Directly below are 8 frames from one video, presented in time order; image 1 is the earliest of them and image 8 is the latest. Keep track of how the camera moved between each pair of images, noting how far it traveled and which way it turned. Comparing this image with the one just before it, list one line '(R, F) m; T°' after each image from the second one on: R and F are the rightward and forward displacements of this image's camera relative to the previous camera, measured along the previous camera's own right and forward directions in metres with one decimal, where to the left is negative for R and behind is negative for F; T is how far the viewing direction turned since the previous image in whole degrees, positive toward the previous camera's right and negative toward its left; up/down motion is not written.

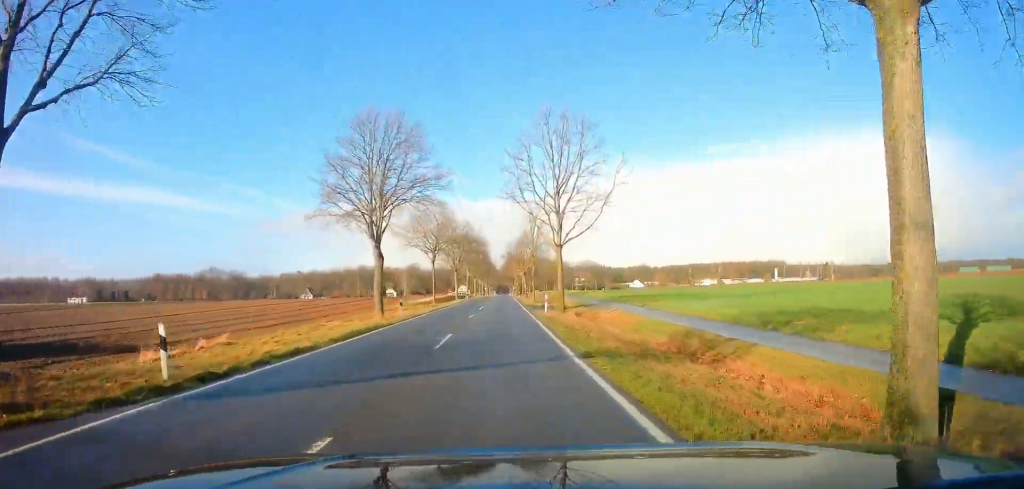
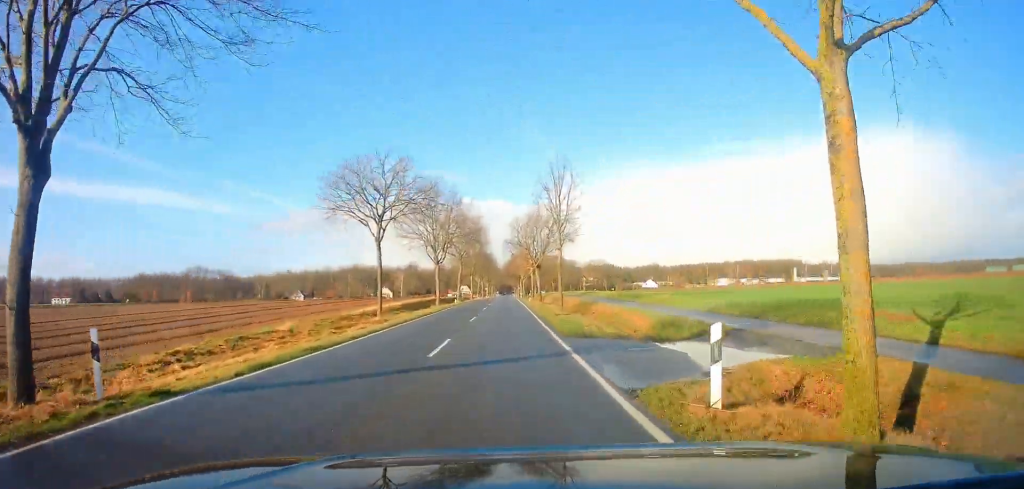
(0.0, +24.9) m; 0°
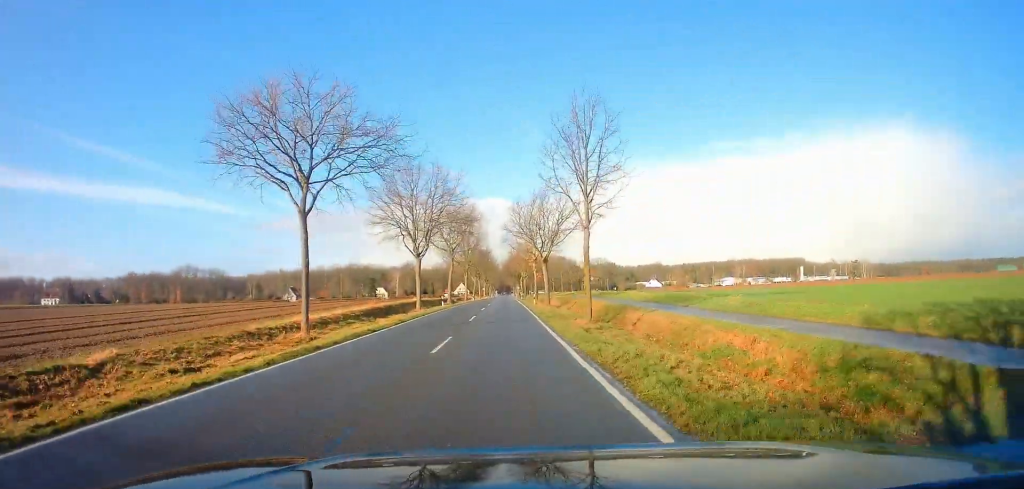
(0.0, +11.3) m; 0°
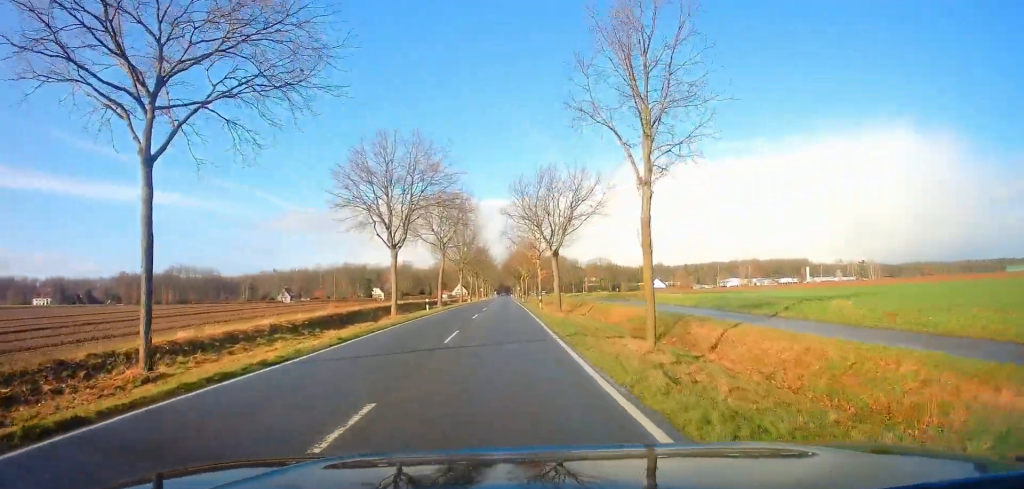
(0.0, +9.2) m; 0°
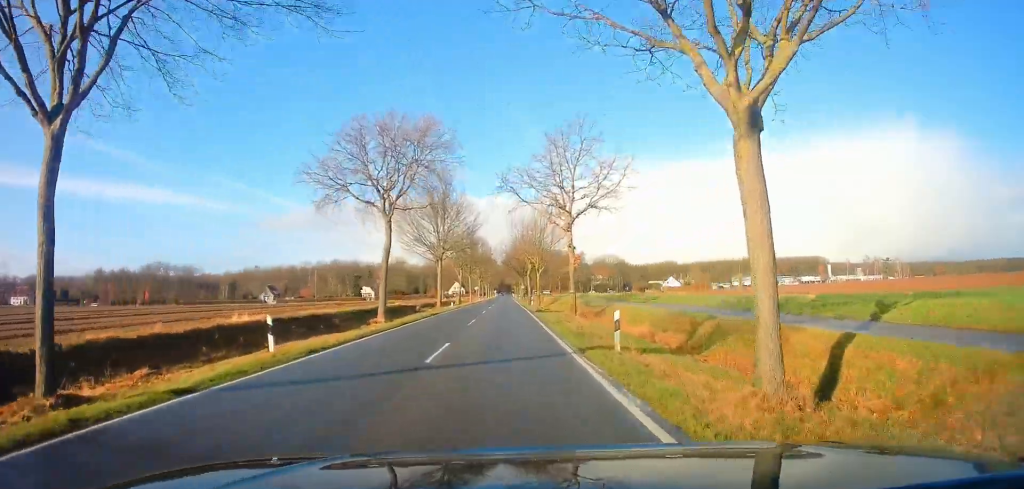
(0.0, +27.3) m; 0°
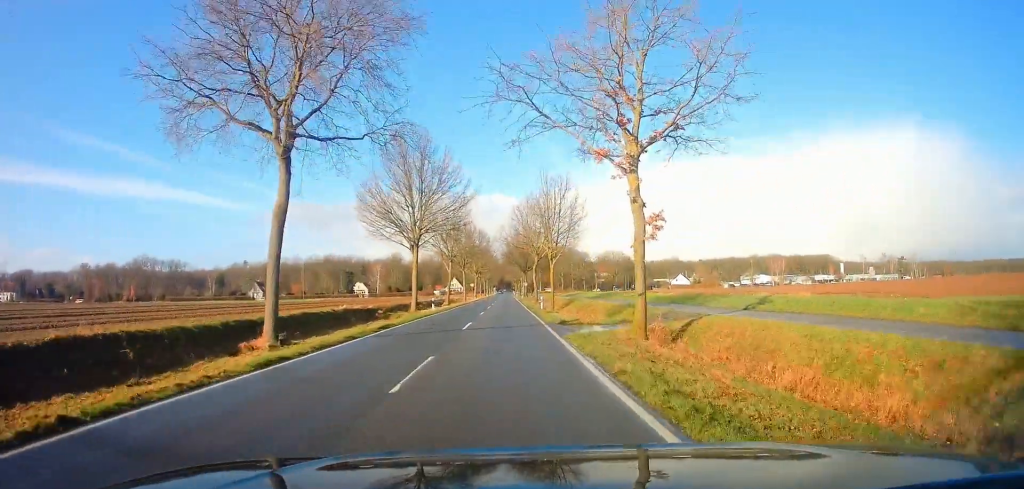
(0.0, +15.0) m; 0°
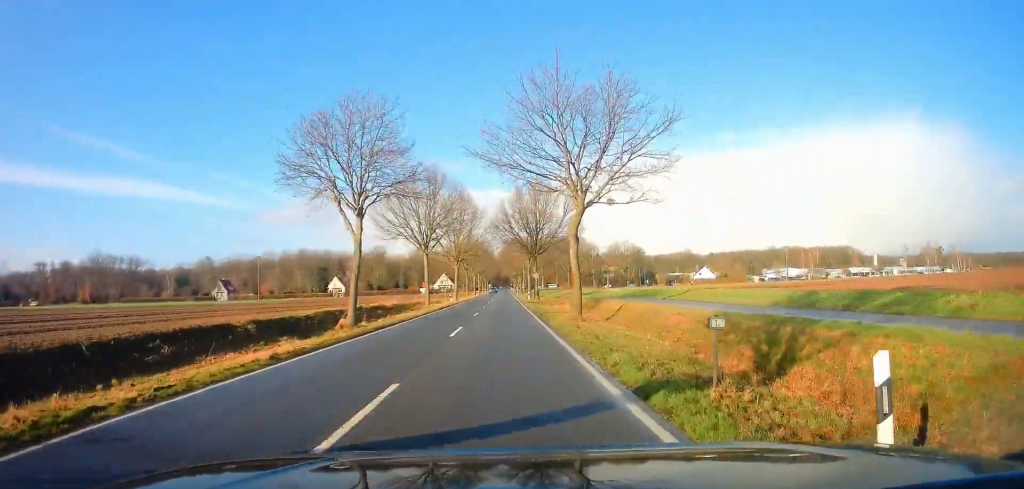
(-0.4, +38.6) m; -1°
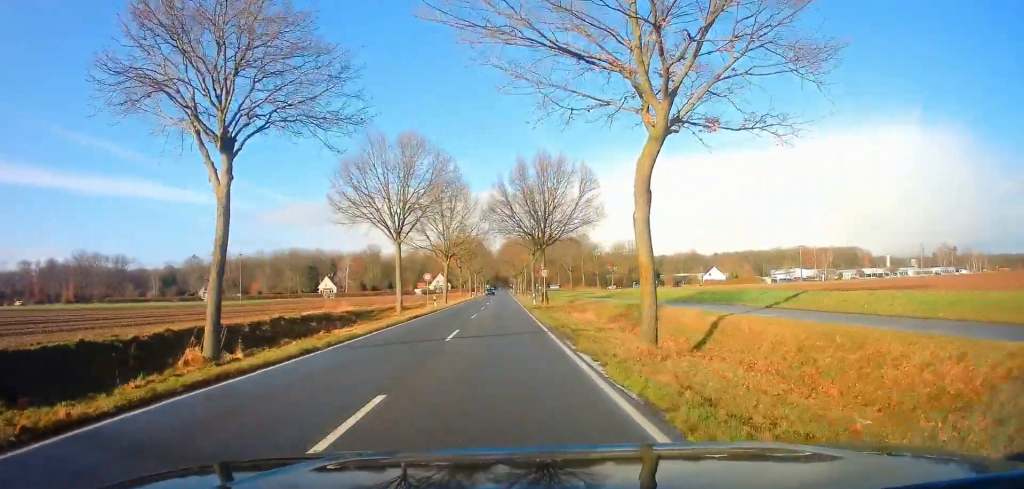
(0.0, +12.4) m; 0°
